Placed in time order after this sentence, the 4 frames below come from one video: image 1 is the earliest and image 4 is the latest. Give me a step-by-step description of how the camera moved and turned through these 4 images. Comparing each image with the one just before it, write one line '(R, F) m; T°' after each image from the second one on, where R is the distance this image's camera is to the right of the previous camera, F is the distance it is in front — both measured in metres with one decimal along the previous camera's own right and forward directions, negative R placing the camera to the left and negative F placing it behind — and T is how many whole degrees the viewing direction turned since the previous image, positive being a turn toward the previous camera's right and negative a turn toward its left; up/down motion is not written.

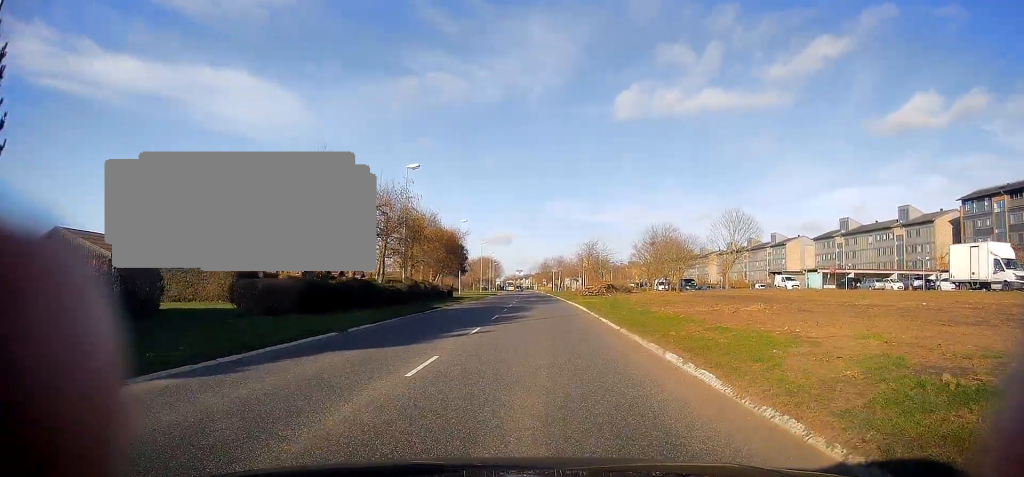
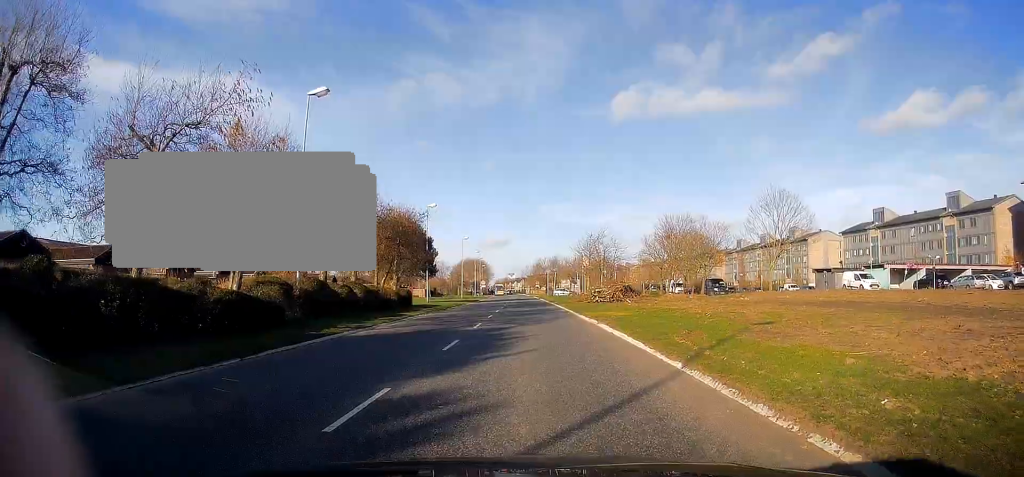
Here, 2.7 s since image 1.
(-1.2, +17.6) m; -6°
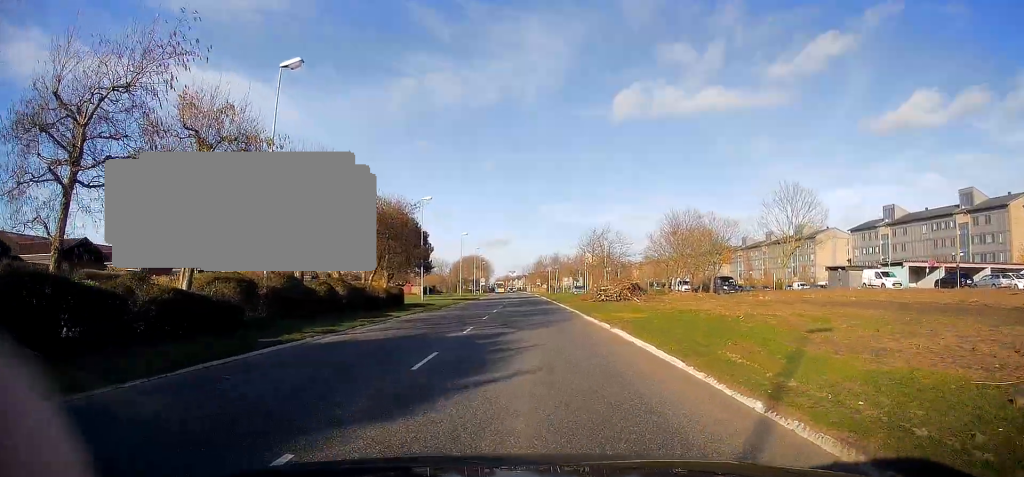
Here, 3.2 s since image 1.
(-0.1, +3.3) m; 0°
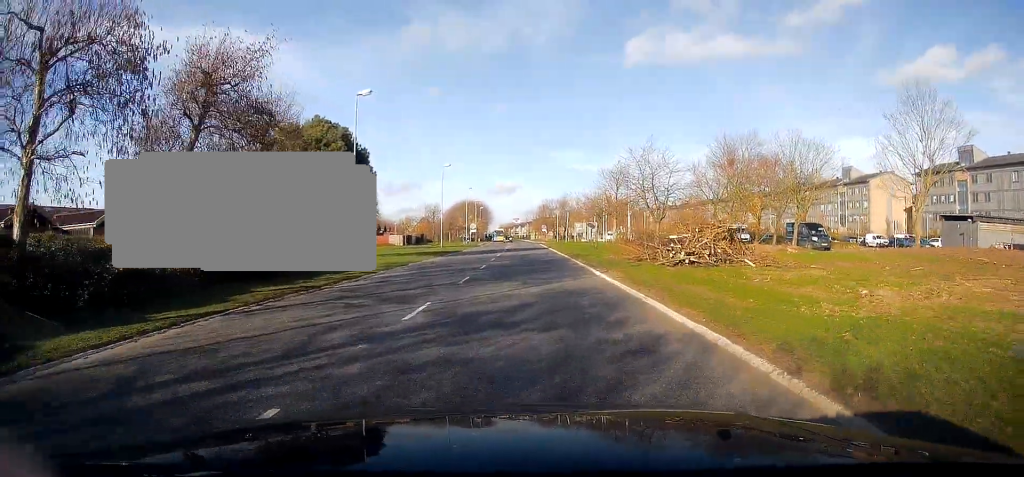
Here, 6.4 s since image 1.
(+0.2, +22.6) m; -1°
